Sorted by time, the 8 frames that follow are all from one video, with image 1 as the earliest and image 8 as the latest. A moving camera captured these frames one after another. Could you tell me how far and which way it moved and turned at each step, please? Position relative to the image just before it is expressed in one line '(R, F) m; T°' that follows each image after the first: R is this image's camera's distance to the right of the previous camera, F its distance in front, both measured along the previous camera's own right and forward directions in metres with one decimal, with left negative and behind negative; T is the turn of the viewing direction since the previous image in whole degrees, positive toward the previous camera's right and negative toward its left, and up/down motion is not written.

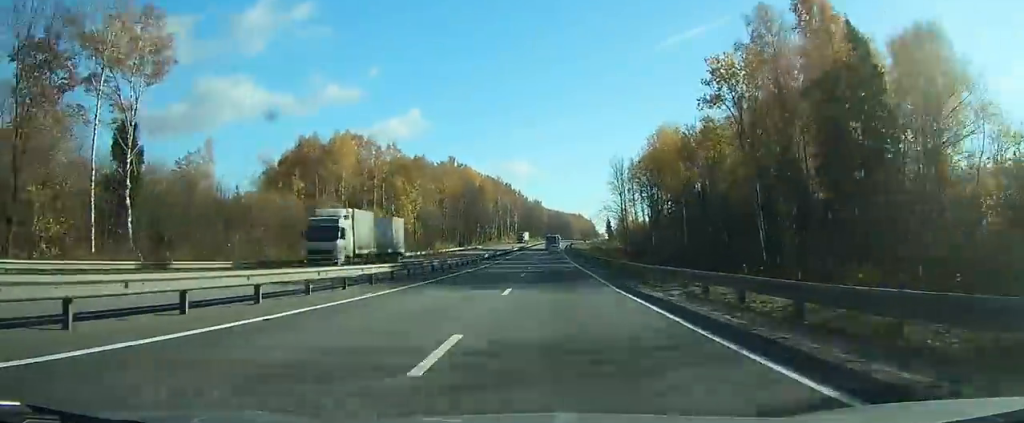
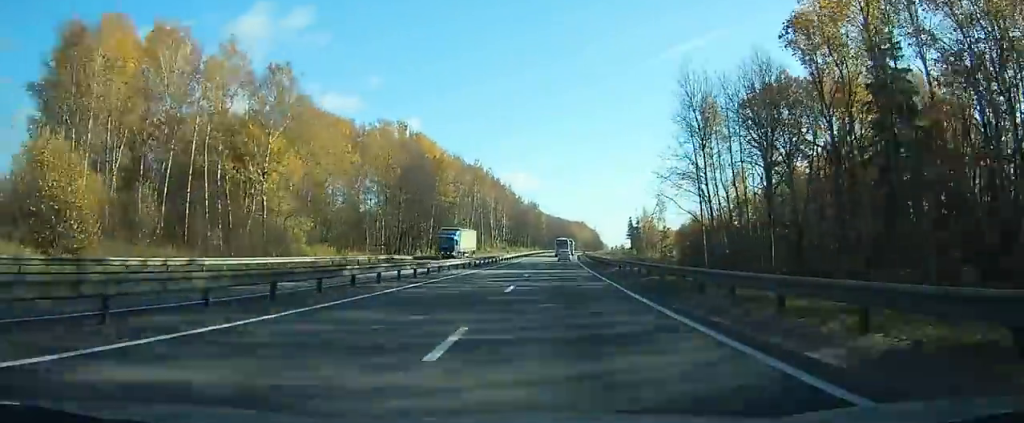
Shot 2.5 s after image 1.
(+0.4, +73.0) m; +1°
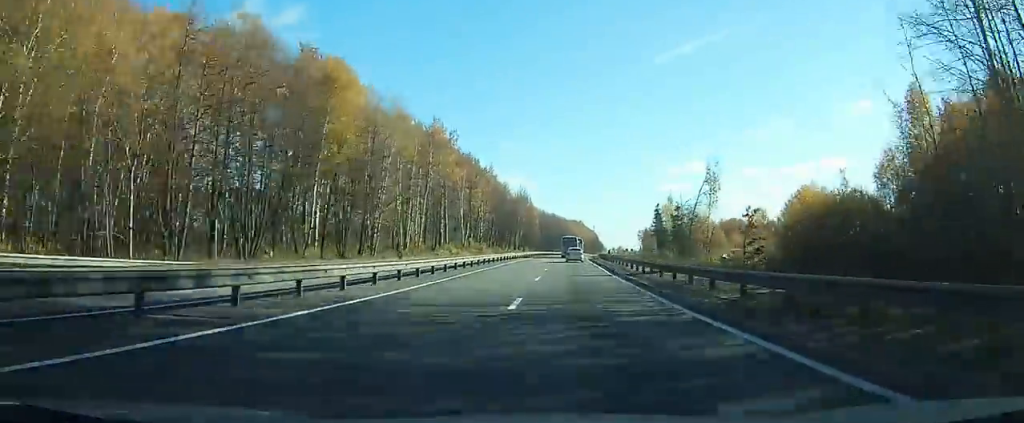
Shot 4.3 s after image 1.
(+0.3, +52.6) m; 0°
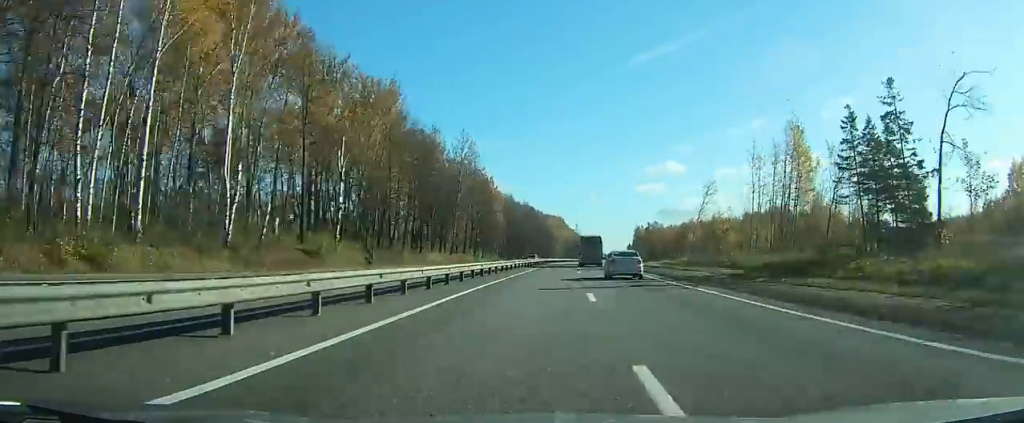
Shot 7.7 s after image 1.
(+1.5, +88.9) m; +3°
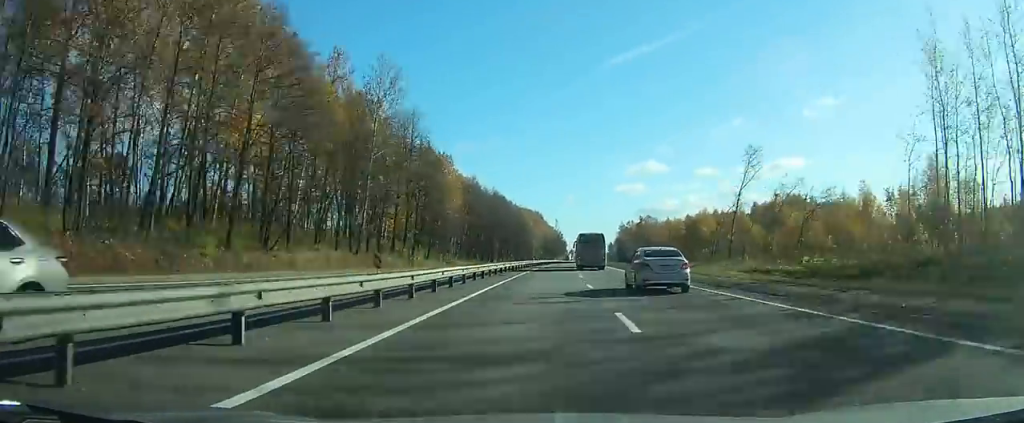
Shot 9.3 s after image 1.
(+0.7, +42.5) m; +2°
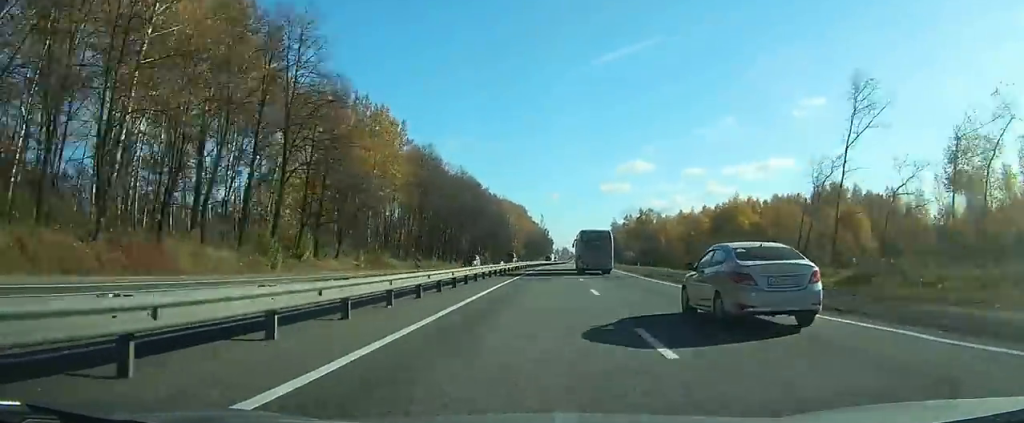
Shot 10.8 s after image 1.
(+0.4, +39.7) m; +1°
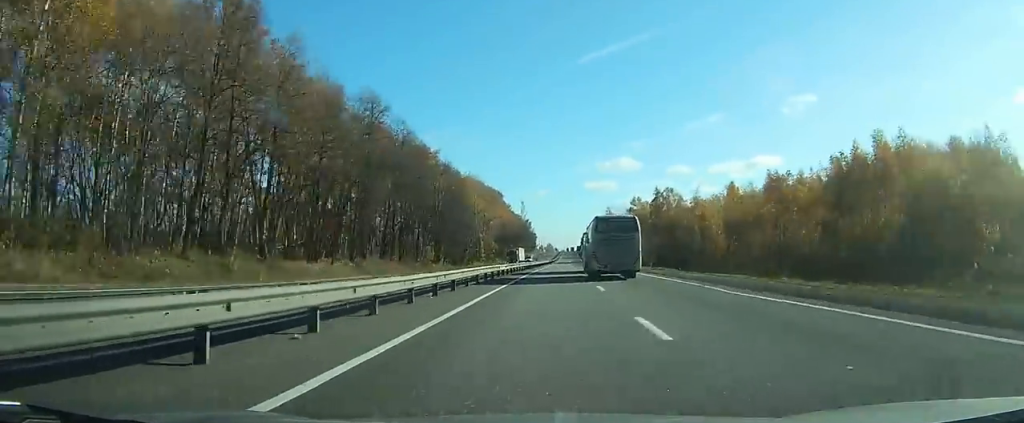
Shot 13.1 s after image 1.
(+1.1, +60.1) m; +2°
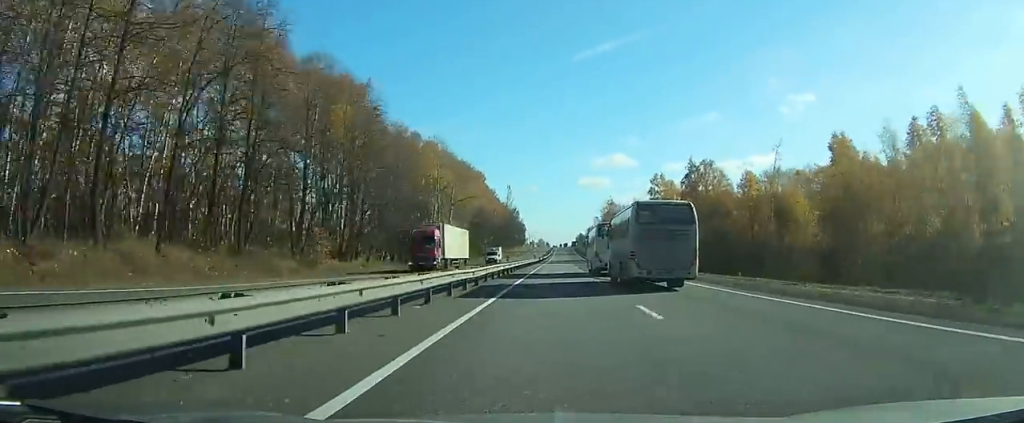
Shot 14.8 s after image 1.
(+0.3, +44.3) m; +1°
